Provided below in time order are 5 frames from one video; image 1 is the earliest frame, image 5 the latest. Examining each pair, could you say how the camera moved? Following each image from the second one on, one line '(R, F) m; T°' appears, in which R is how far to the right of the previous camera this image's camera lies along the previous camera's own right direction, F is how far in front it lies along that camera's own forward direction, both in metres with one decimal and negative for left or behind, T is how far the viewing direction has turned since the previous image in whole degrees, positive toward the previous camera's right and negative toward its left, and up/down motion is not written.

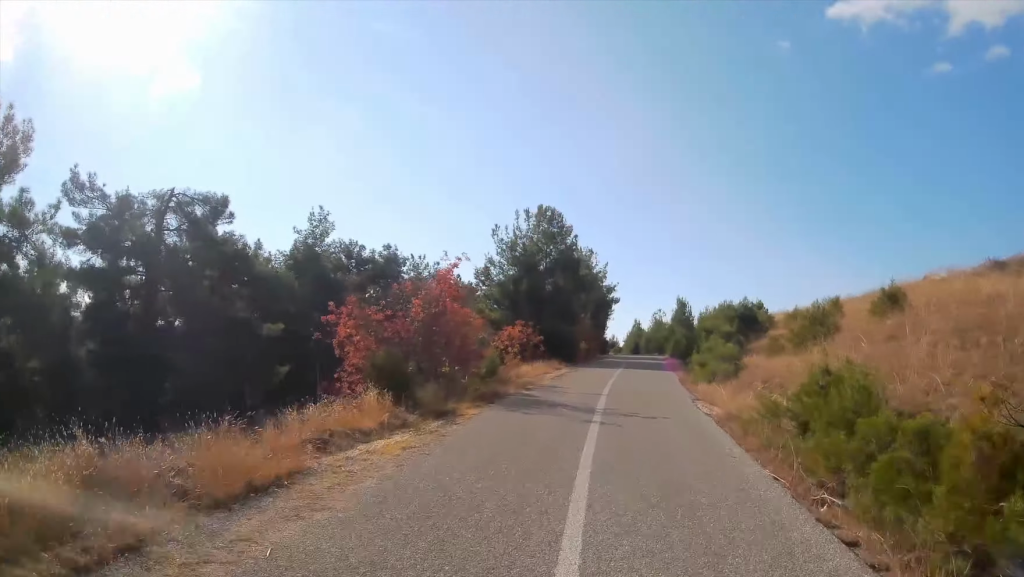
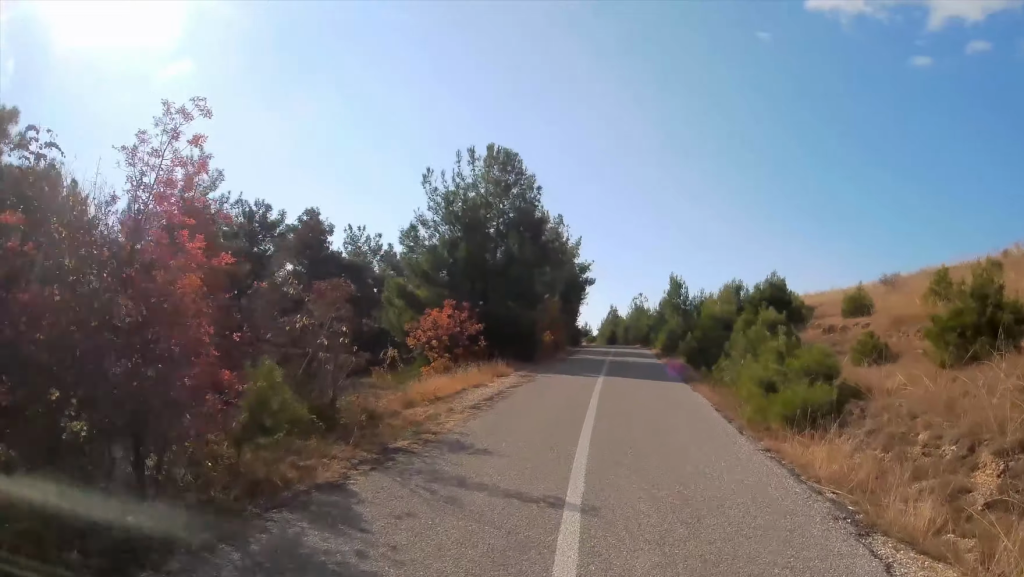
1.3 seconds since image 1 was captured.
(-0.5, +12.7) m; -3°
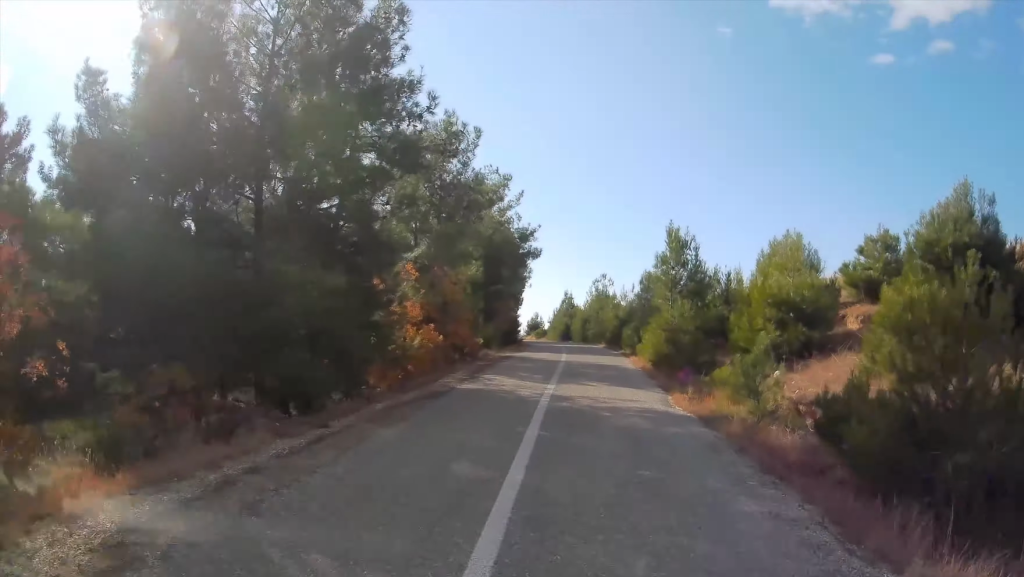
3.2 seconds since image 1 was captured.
(+0.9, +20.4) m; +5°
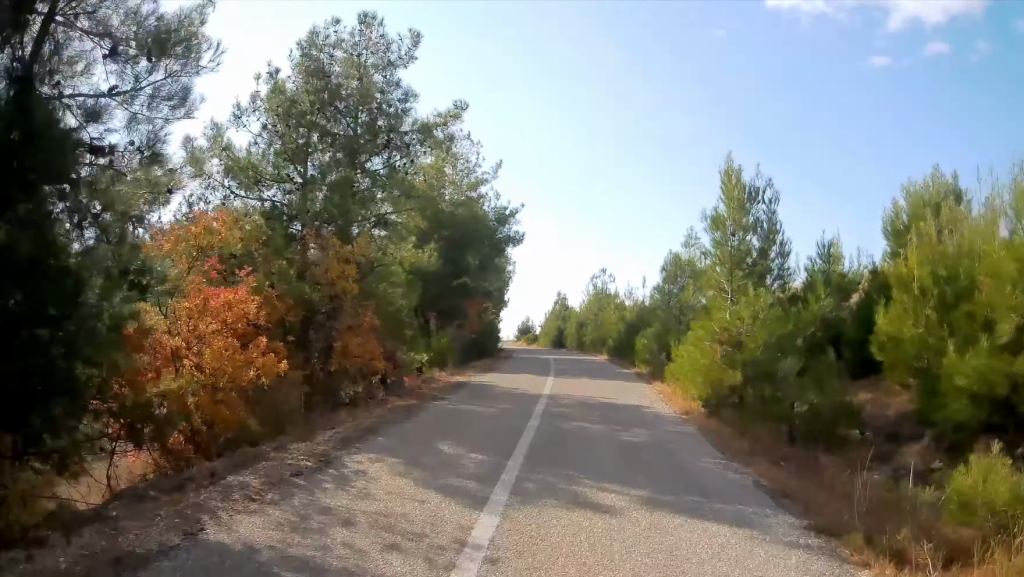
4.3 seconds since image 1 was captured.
(+0.1, +10.8) m; +2°
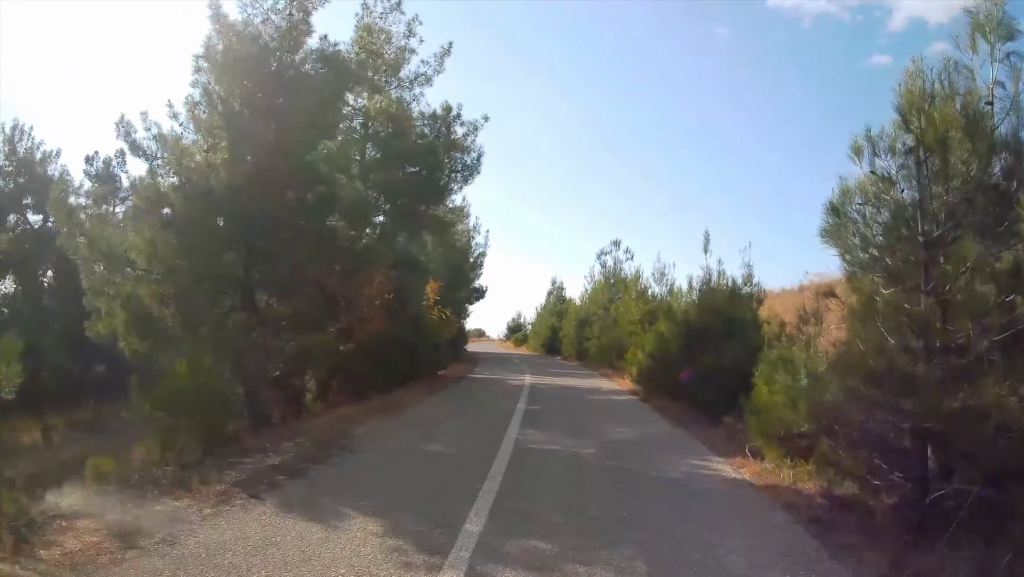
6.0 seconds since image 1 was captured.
(+0.1, +15.8) m; -2°
